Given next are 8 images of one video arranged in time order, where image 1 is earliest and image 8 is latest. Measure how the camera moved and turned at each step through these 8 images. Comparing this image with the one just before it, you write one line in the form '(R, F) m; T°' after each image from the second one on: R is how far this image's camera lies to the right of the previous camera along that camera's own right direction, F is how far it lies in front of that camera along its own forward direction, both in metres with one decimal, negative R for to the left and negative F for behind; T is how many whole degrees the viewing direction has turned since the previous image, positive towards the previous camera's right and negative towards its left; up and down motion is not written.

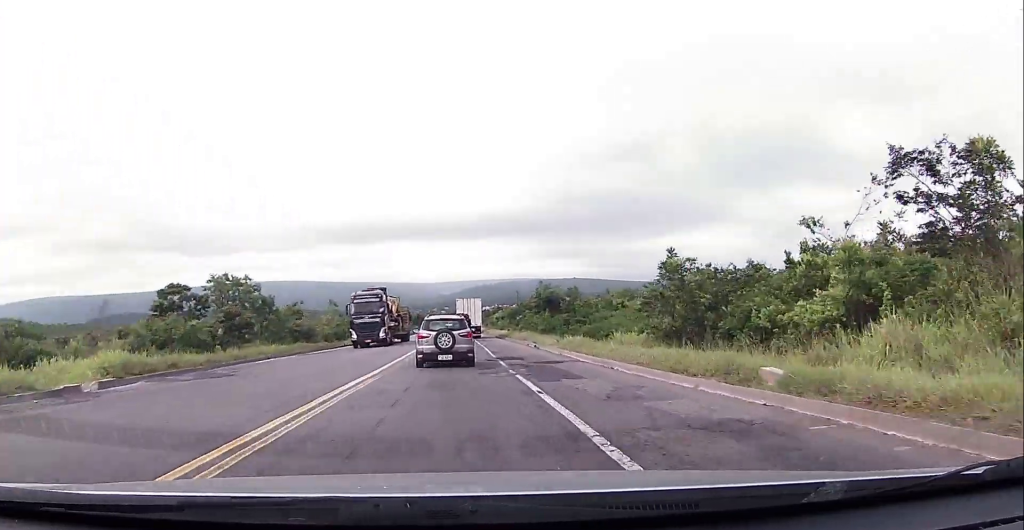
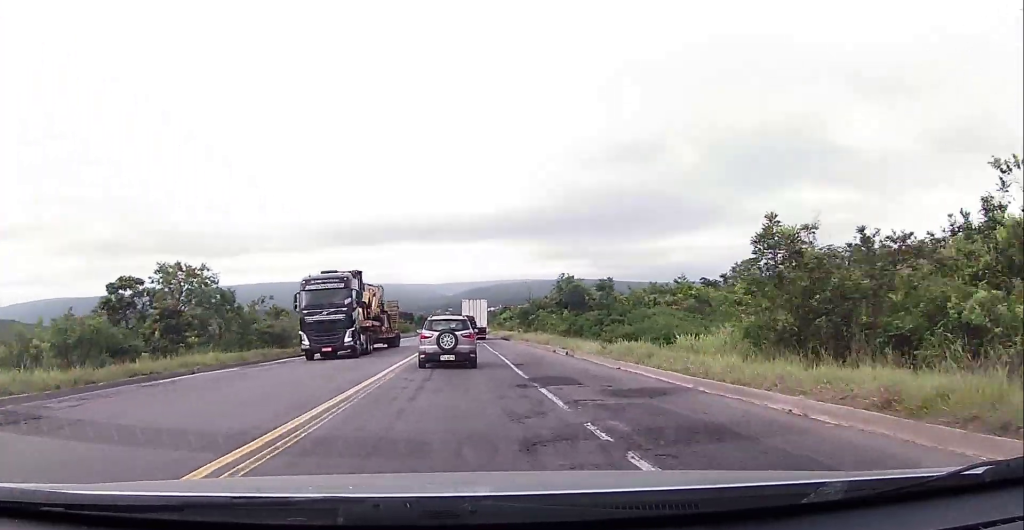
(0.0, +10.0) m; 0°
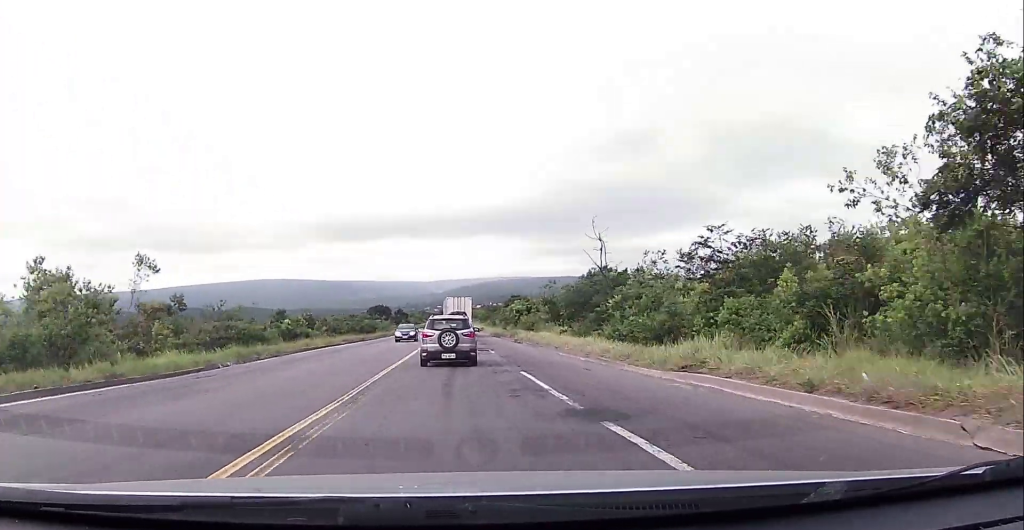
(+0.8, +44.5) m; +1°
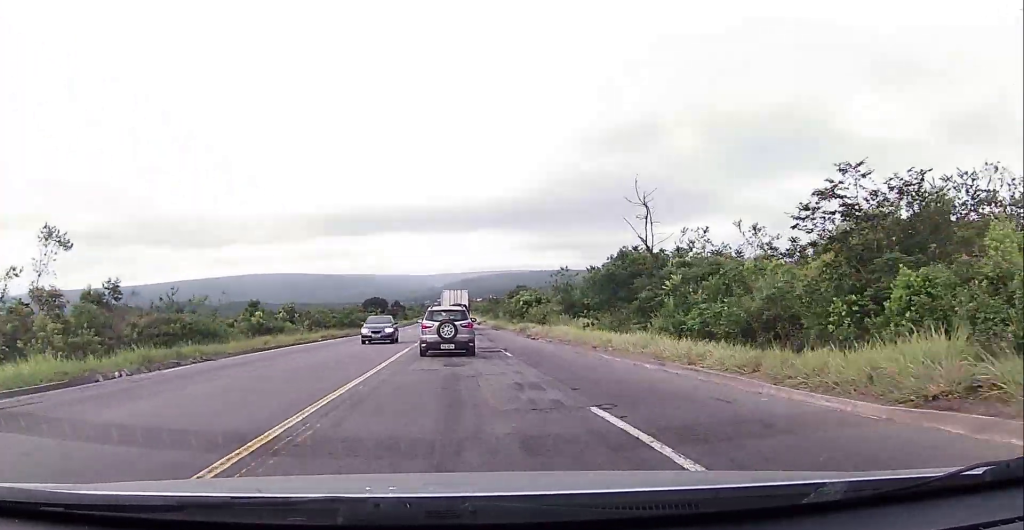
(-0.2, +9.2) m; 0°
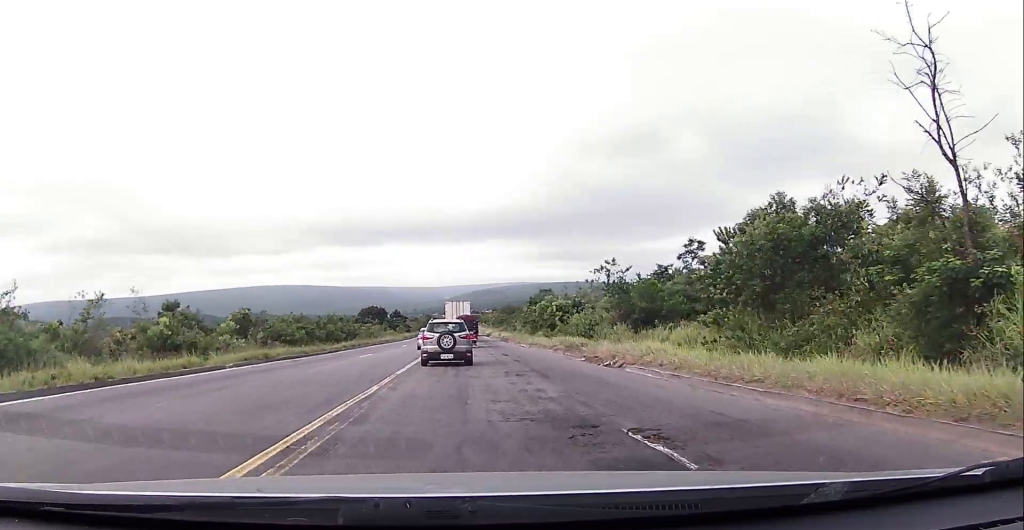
(+0.2, +19.3) m; 0°
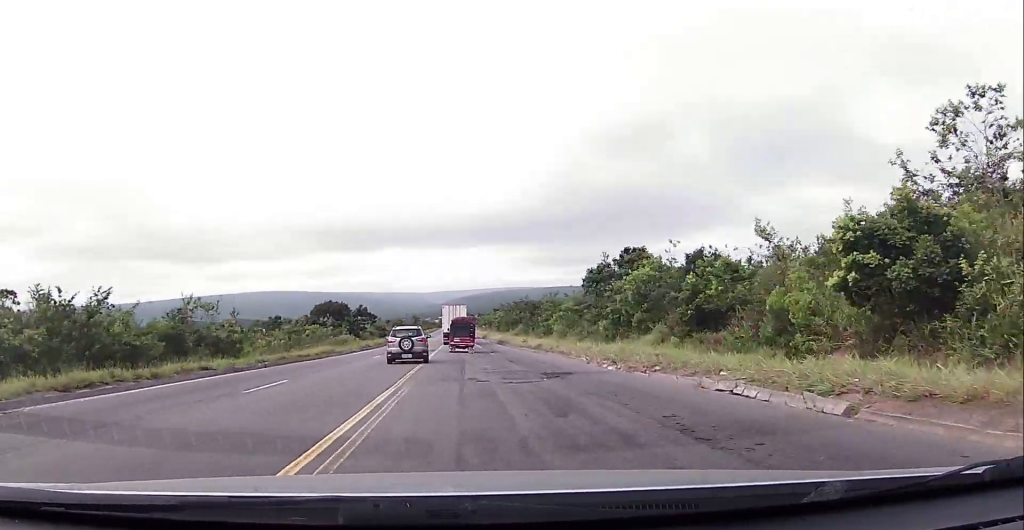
(-0.6, +43.2) m; -1°
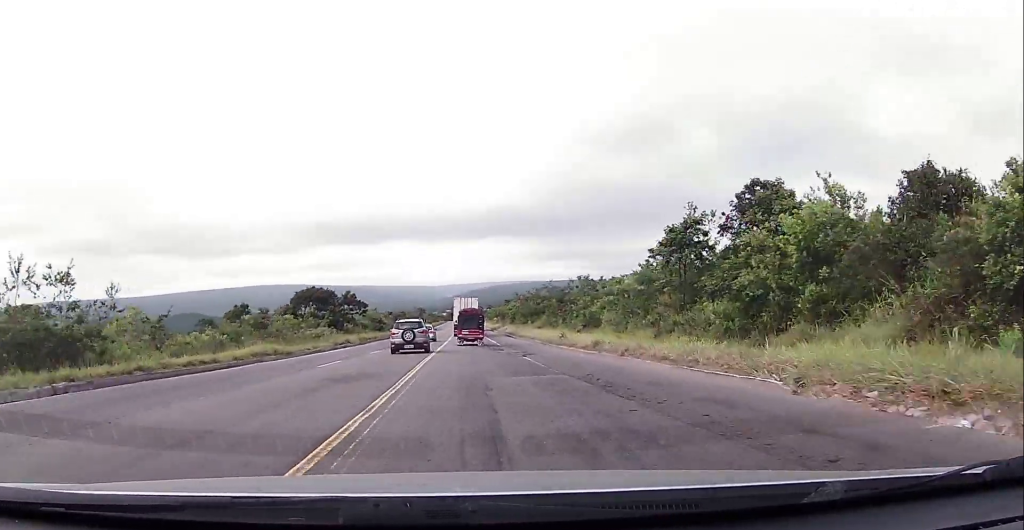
(0.0, +16.6) m; 0°
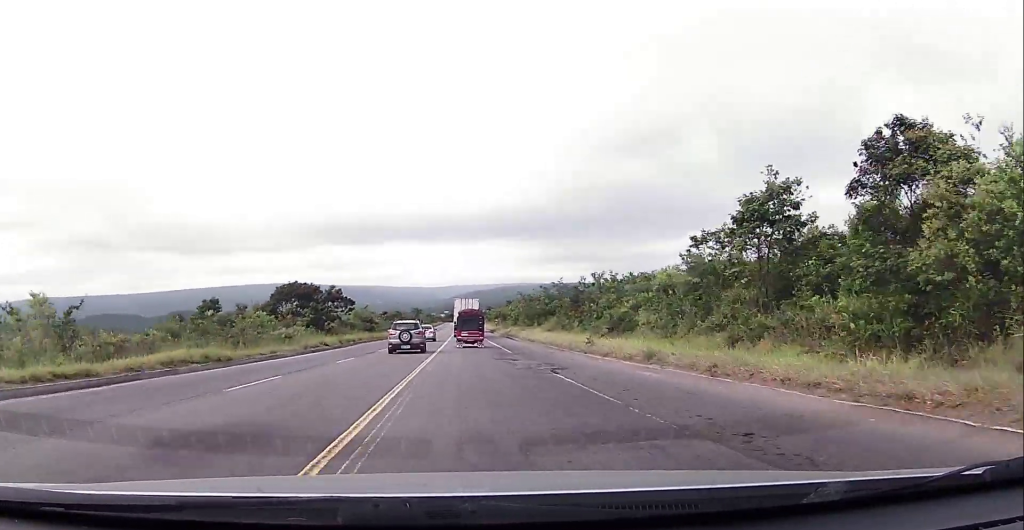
(0.0, +8.3) m; 0°
